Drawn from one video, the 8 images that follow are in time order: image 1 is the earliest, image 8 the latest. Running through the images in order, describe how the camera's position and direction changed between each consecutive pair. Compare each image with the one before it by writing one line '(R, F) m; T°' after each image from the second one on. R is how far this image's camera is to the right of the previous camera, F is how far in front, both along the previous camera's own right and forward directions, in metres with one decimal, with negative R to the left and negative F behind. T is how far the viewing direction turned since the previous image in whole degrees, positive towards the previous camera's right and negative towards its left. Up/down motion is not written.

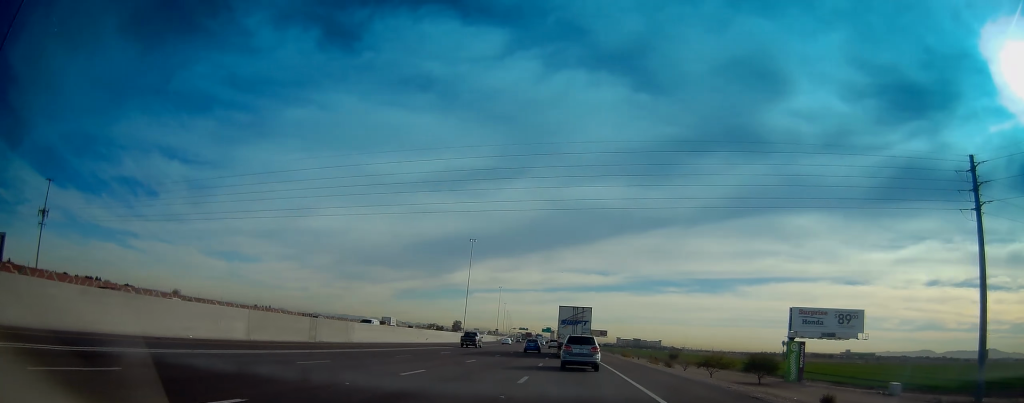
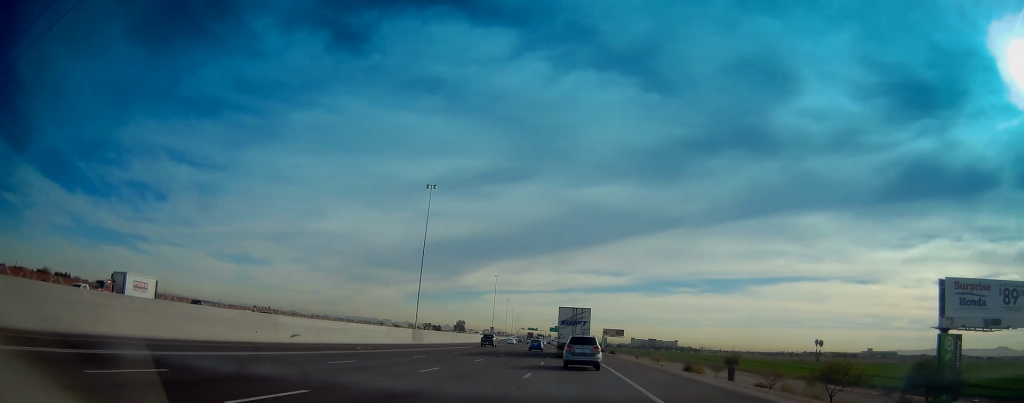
(-0.7, +46.1) m; -1°
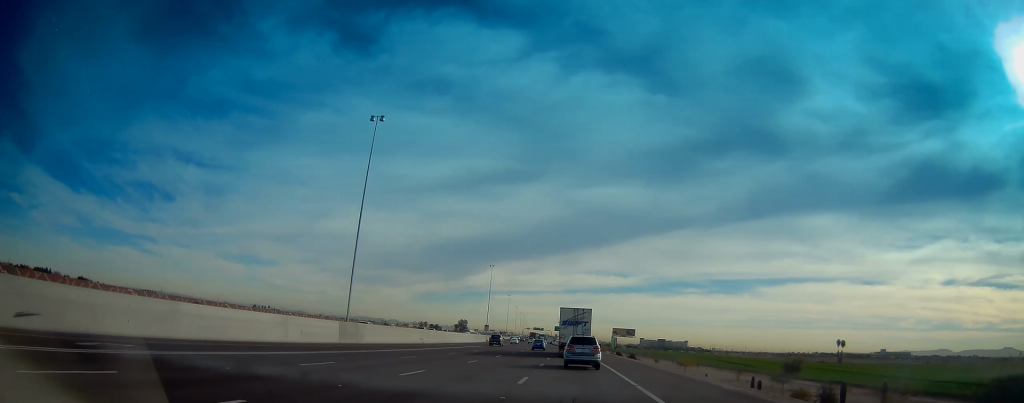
(+0.2, +27.2) m; 0°
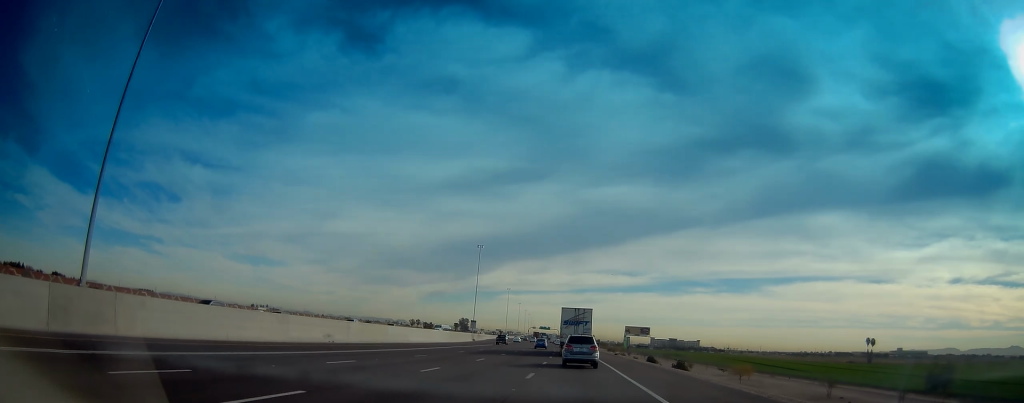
(-0.5, +34.6) m; -1°
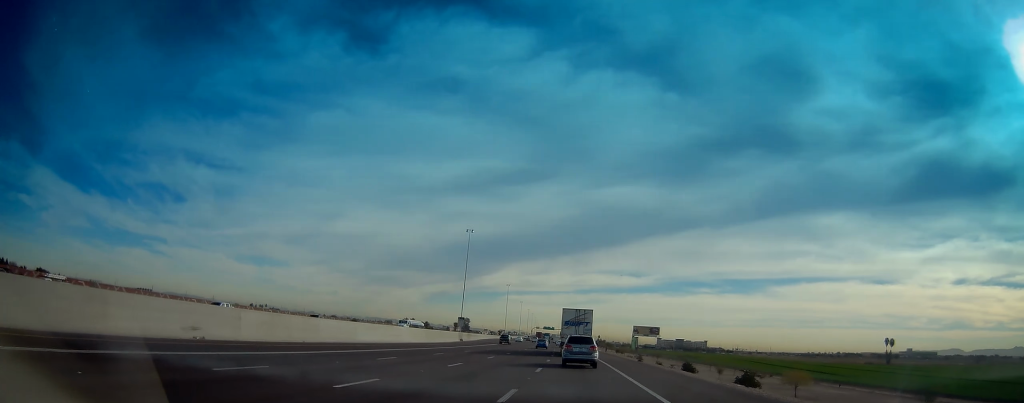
(-0.1, +20.0) m; 0°
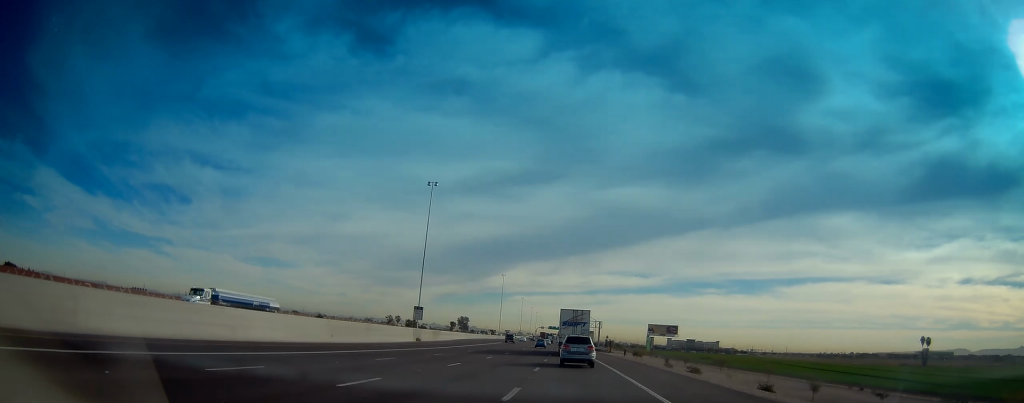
(-0.2, +36.3) m; -1°
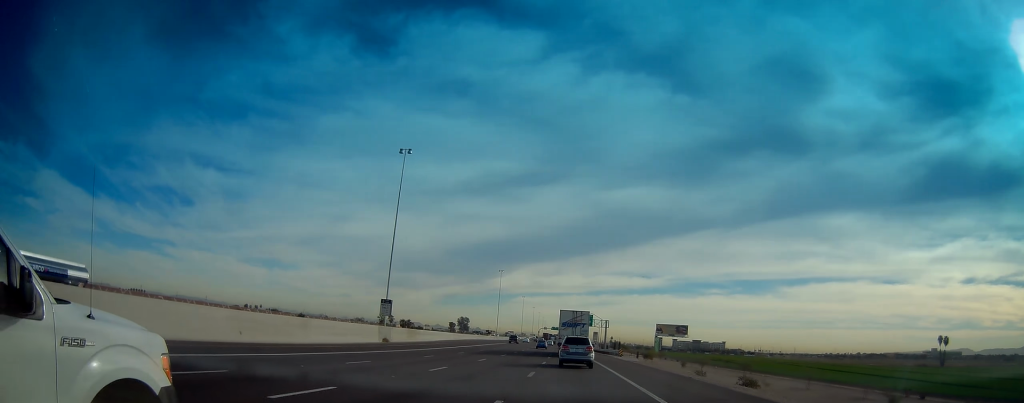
(-0.1, +15.4) m; -1°
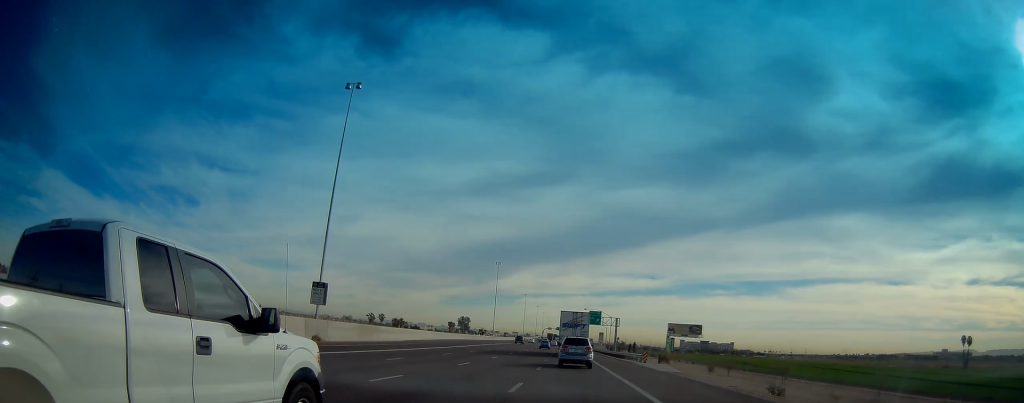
(-0.1, +19.1) m; 0°
